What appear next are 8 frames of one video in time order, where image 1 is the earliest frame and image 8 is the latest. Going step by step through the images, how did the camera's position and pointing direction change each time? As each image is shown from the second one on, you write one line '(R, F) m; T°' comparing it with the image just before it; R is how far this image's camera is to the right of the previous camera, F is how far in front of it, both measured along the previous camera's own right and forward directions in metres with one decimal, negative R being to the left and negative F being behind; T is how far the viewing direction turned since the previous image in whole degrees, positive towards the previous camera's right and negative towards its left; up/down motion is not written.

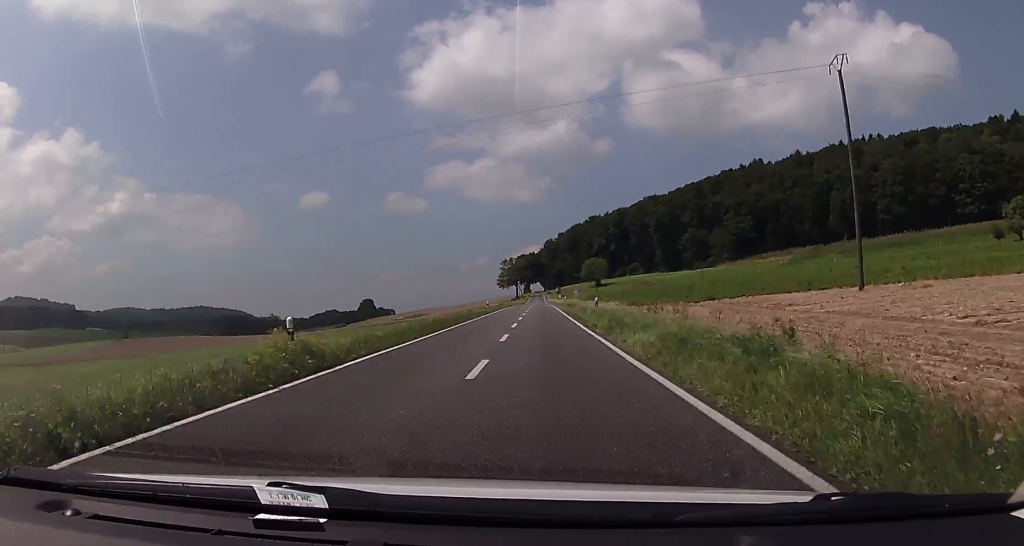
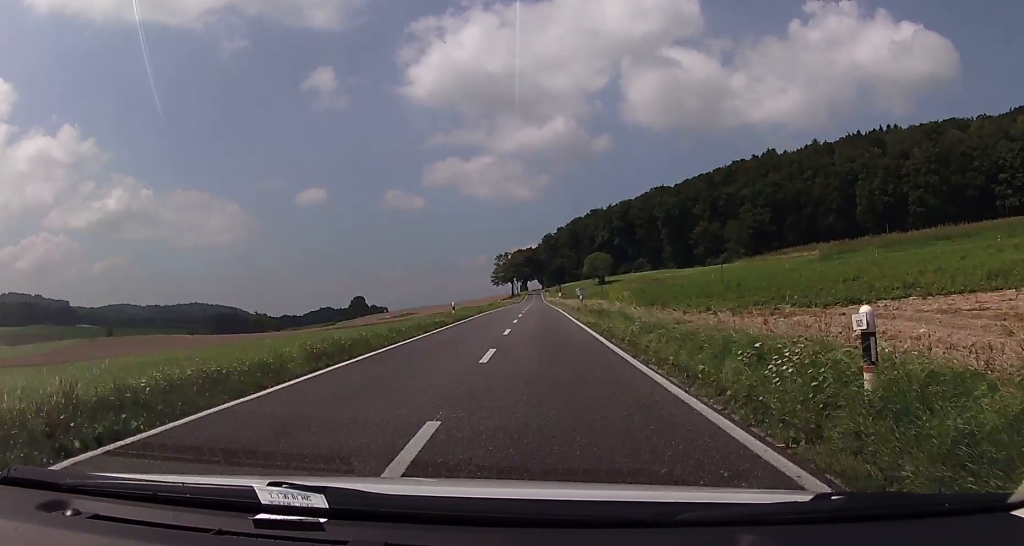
(+0.3, +24.6) m; +1°
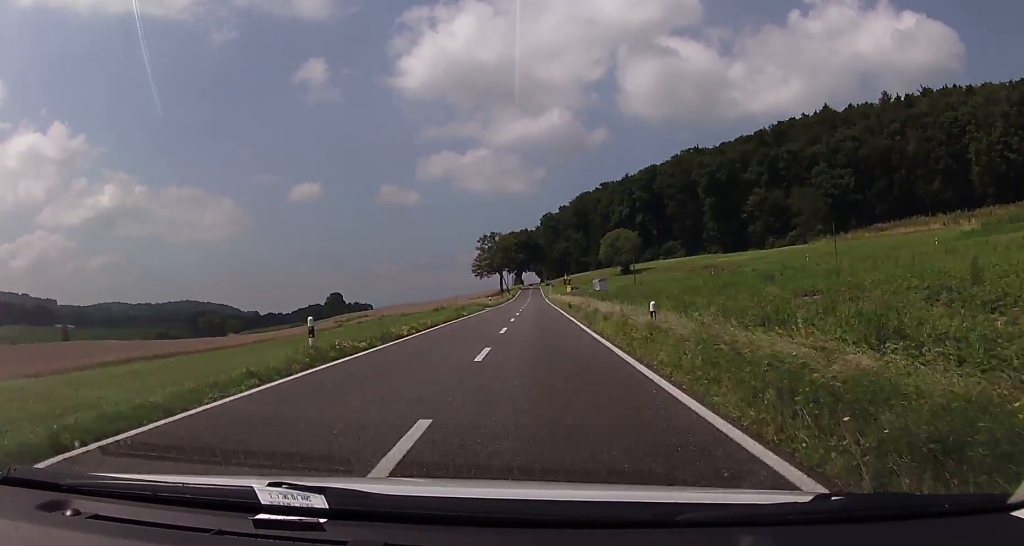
(-0.5, +71.8) m; 0°
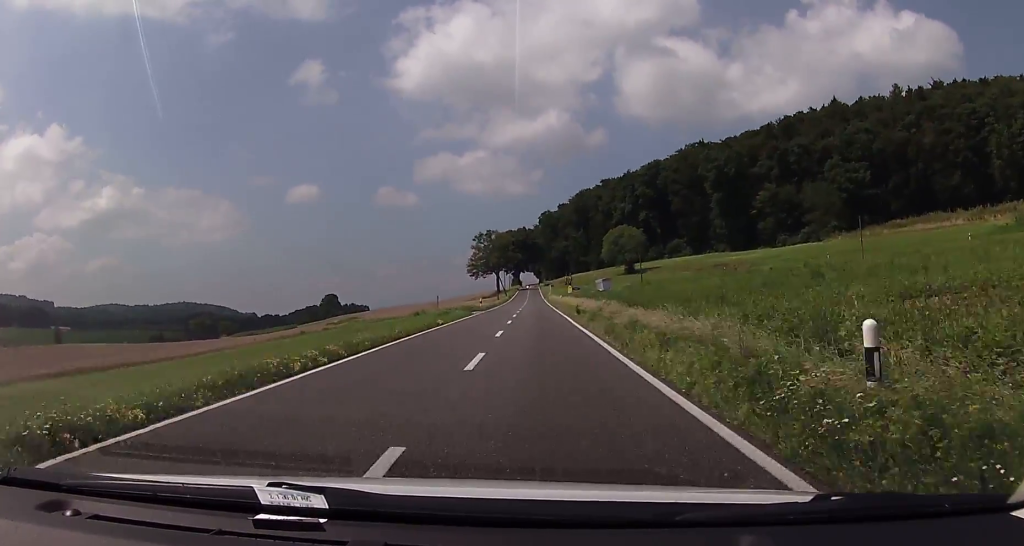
(+0.2, +10.1) m; 0°
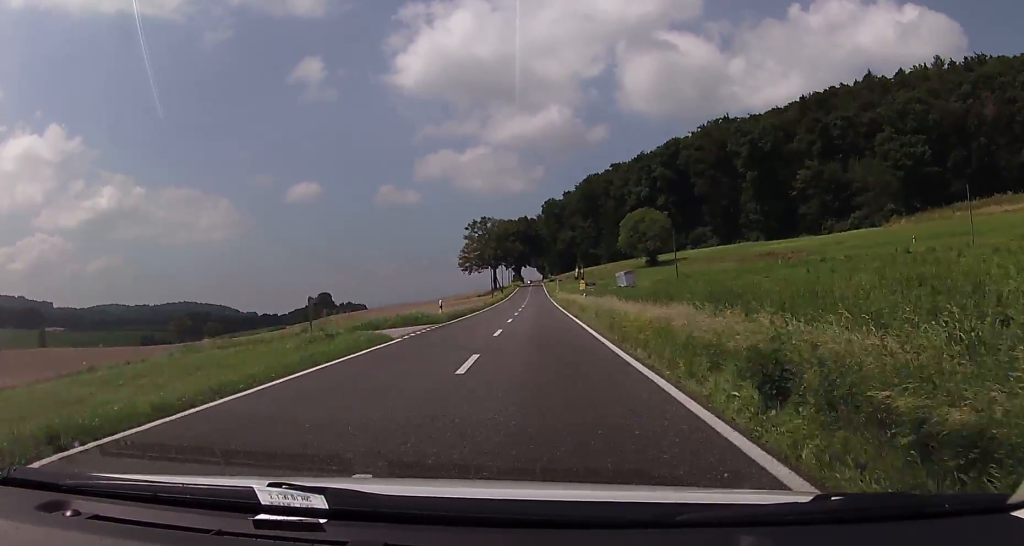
(-0.5, +27.9) m; -1°
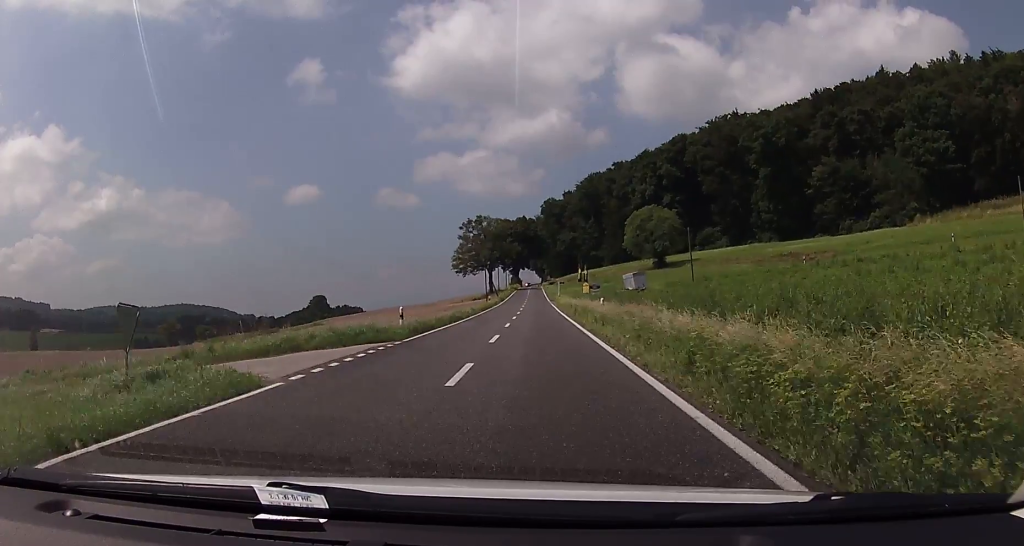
(0.0, +10.0) m; 0°
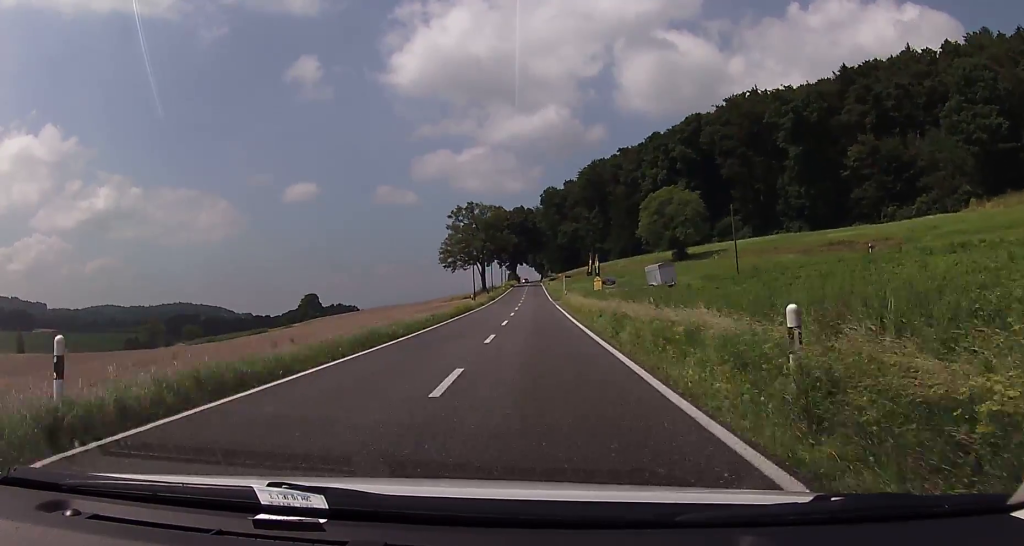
(0.0, +19.0) m; 0°
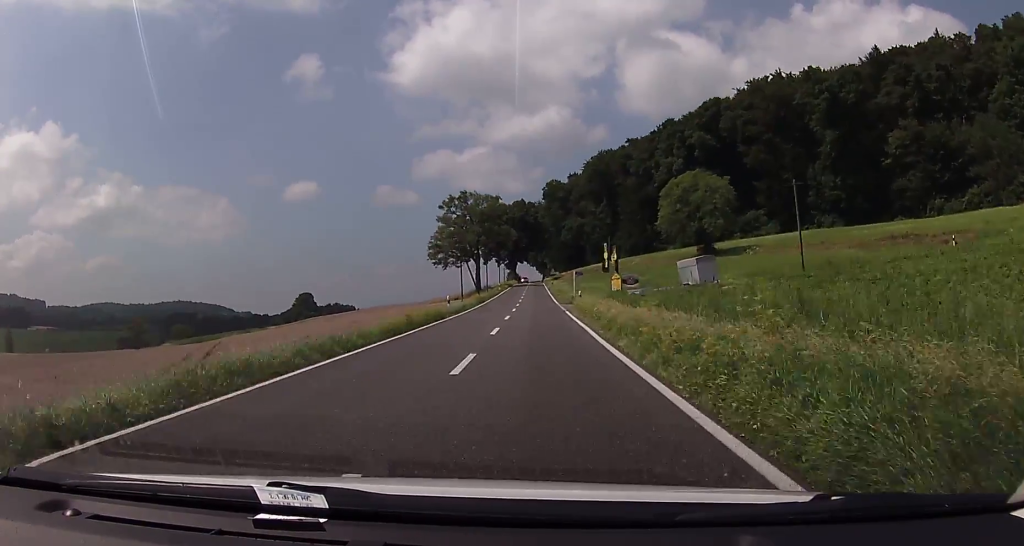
(0.0, +15.8) m; 0°
